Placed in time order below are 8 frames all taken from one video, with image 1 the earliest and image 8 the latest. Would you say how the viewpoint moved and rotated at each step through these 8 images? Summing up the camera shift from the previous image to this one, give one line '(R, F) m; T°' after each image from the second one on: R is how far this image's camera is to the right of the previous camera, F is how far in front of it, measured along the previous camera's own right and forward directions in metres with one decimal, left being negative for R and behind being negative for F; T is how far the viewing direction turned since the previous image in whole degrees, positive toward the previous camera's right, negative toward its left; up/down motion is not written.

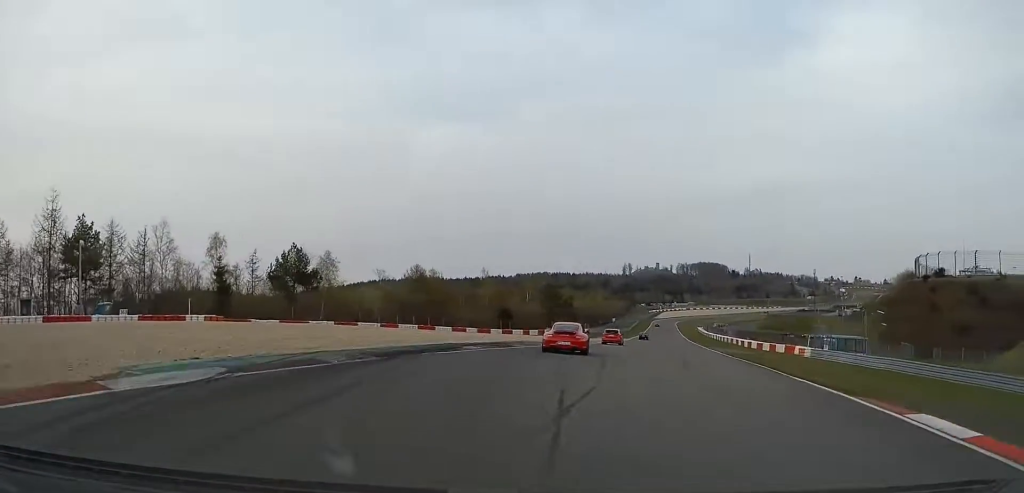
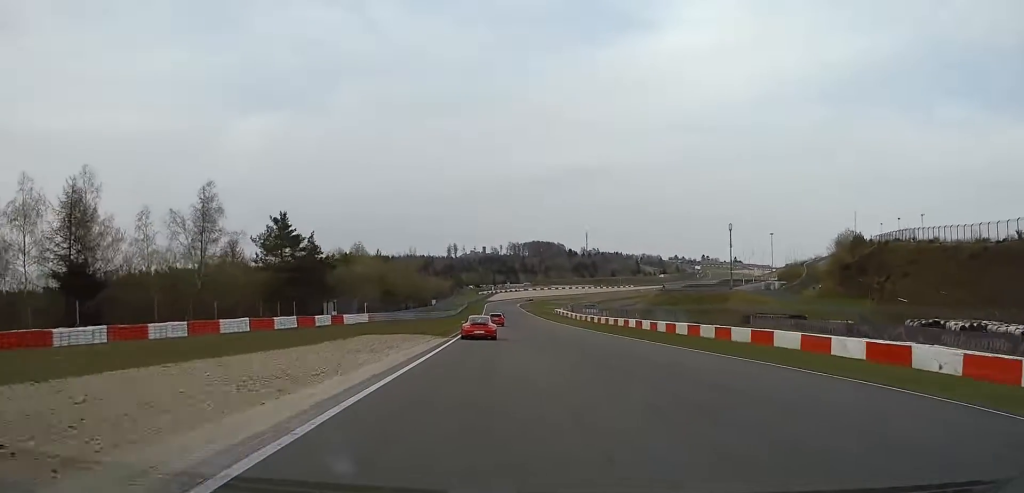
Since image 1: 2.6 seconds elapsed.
(+15.7, +87.6) m; +12°
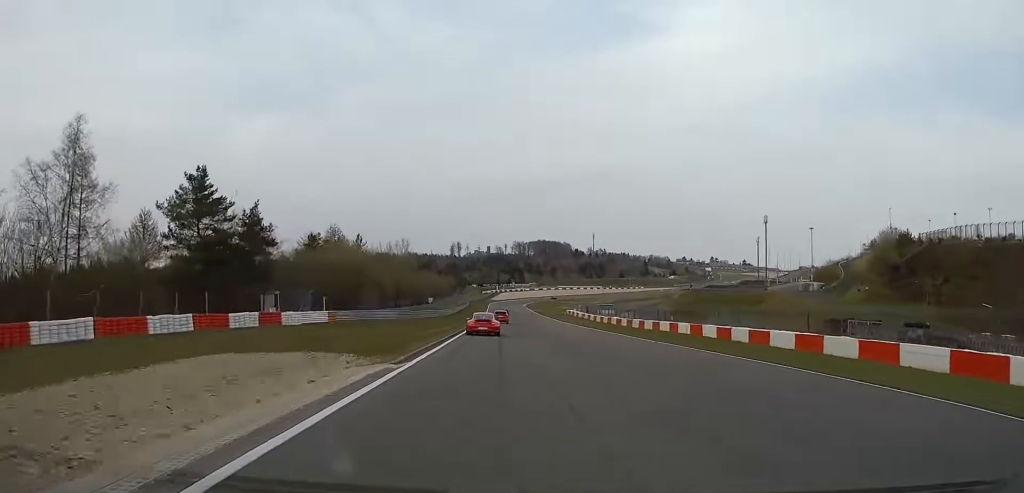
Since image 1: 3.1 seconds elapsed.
(+0.1, +21.9) m; 0°
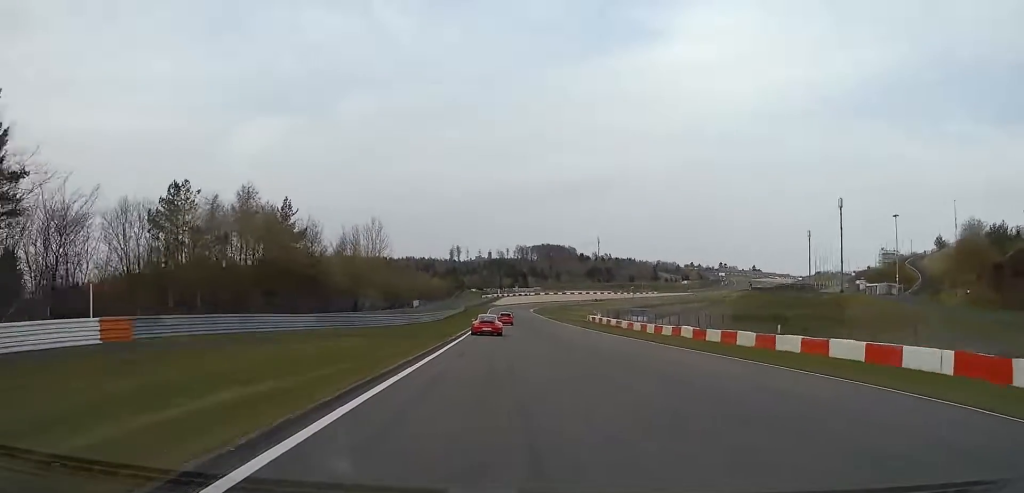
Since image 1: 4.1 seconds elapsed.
(-0.3, +37.6) m; -1°
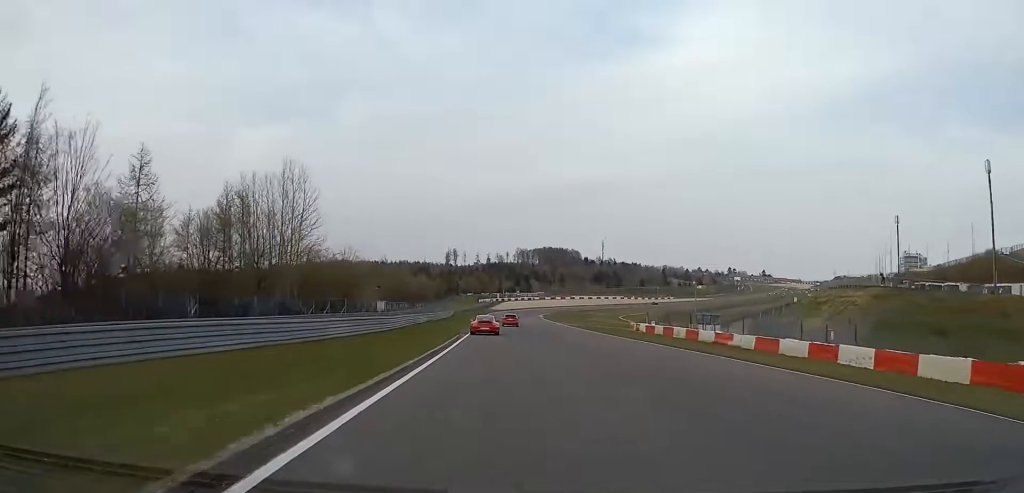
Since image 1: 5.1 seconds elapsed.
(-0.1, +45.3) m; 0°
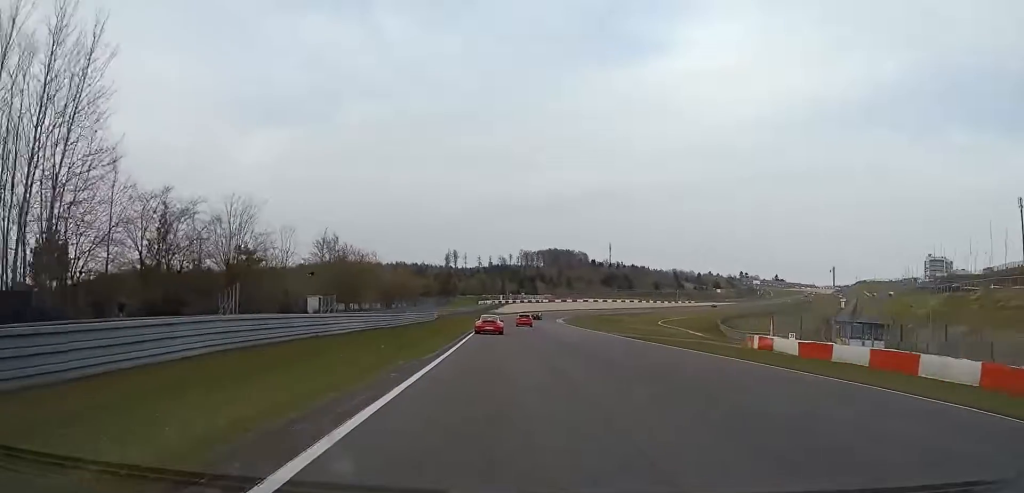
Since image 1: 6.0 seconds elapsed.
(+0.2, +40.5) m; 0°
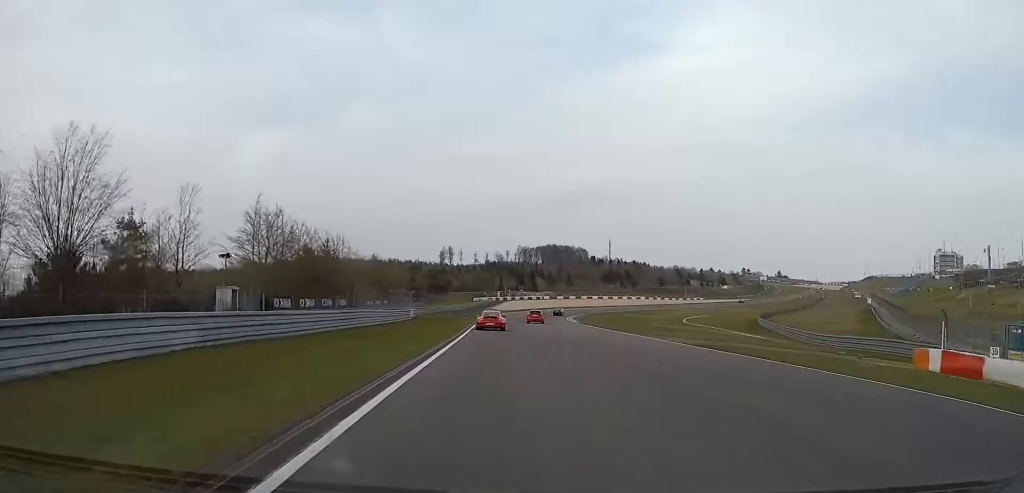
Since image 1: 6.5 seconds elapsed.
(-0.1, +22.5) m; 0°
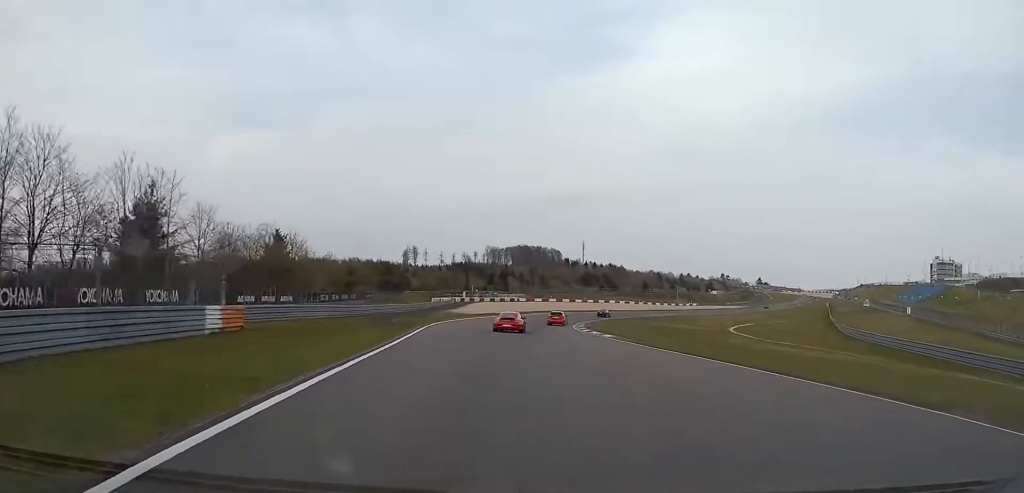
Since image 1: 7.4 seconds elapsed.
(+0.2, +42.4) m; +2°
